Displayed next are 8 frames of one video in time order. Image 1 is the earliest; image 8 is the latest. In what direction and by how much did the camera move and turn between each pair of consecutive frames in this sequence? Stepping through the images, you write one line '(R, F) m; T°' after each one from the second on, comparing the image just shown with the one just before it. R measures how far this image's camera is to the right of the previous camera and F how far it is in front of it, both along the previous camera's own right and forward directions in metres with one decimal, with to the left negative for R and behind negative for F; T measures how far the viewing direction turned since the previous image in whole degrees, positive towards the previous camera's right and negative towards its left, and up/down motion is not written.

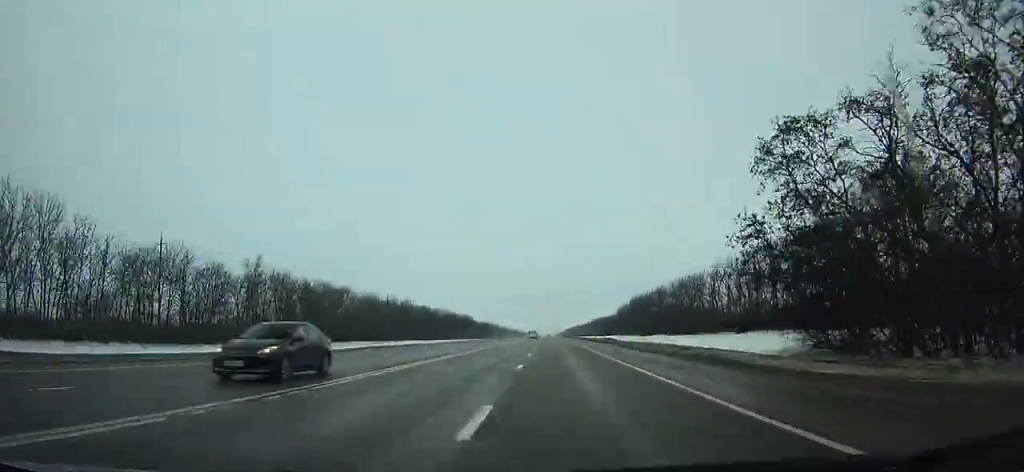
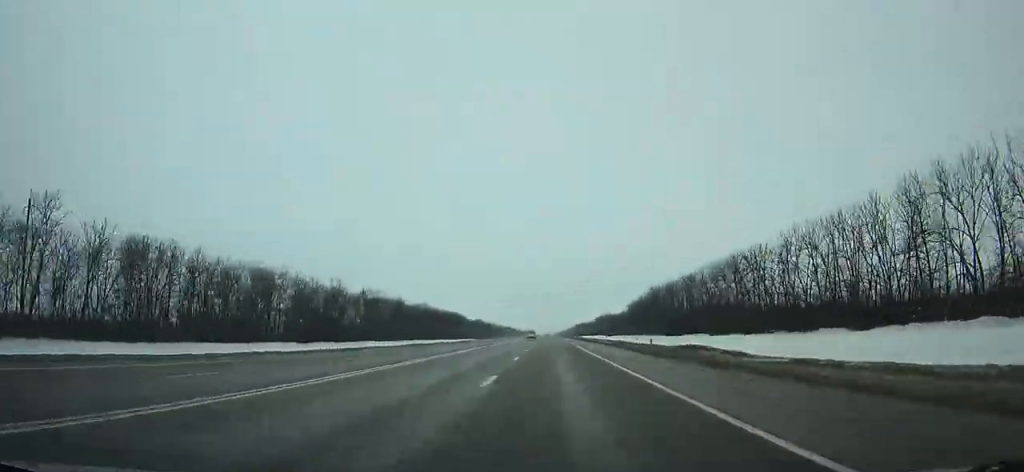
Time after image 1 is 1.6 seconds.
(-0.2, +42.7) m; 0°
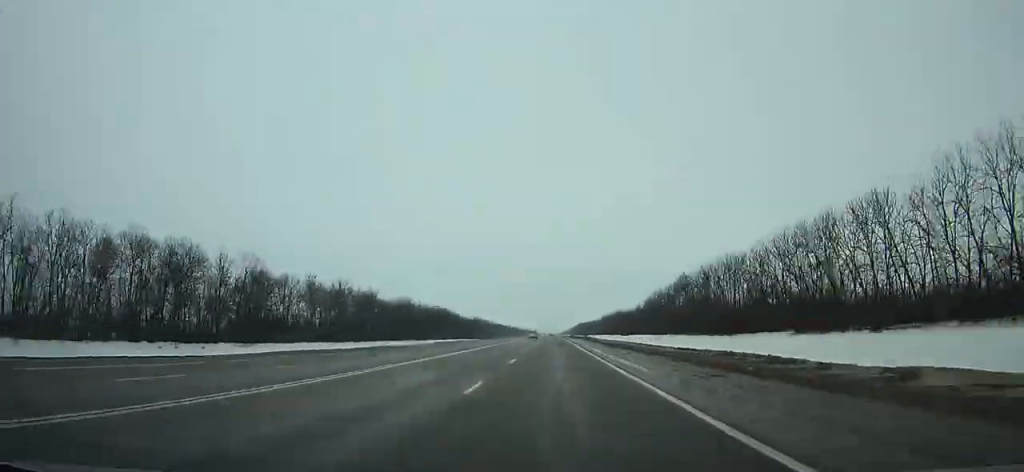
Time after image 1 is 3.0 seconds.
(-0.1, +37.3) m; 0°
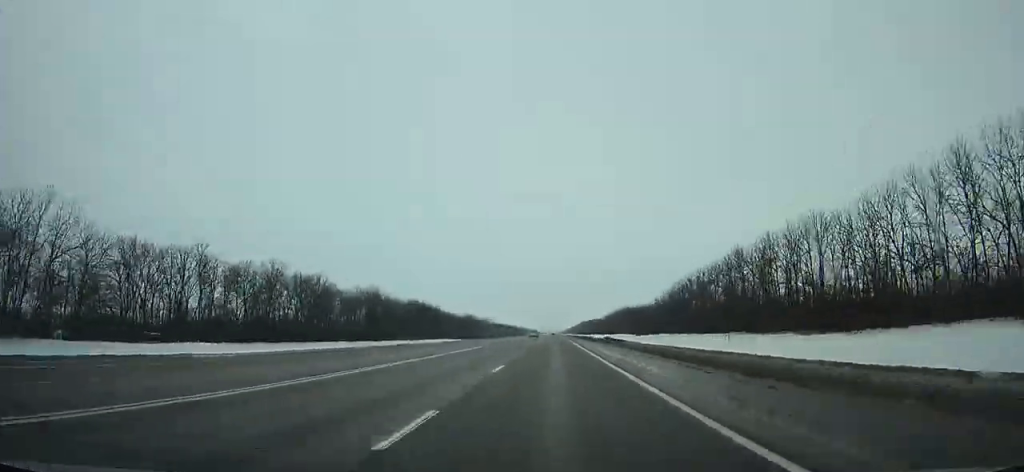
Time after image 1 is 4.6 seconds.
(-0.1, +42.4) m; 0°
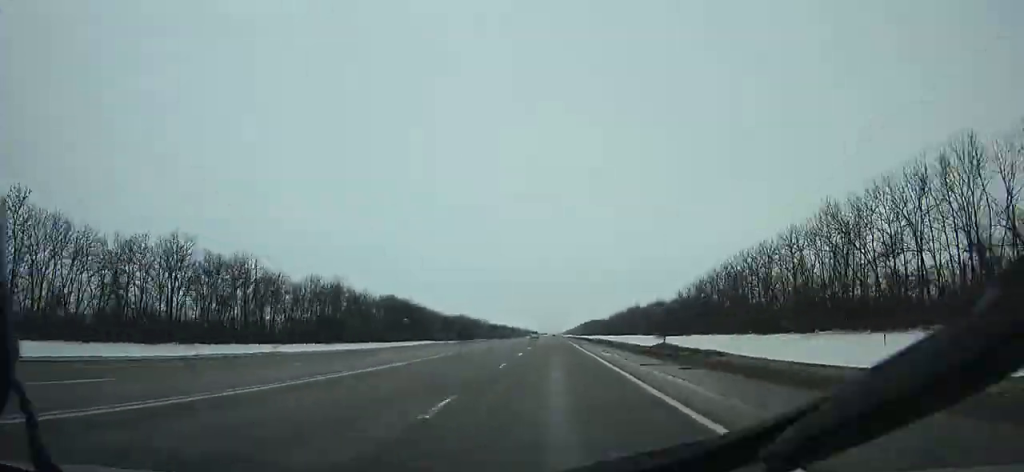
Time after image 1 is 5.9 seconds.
(0.0, +34.4) m; 0°
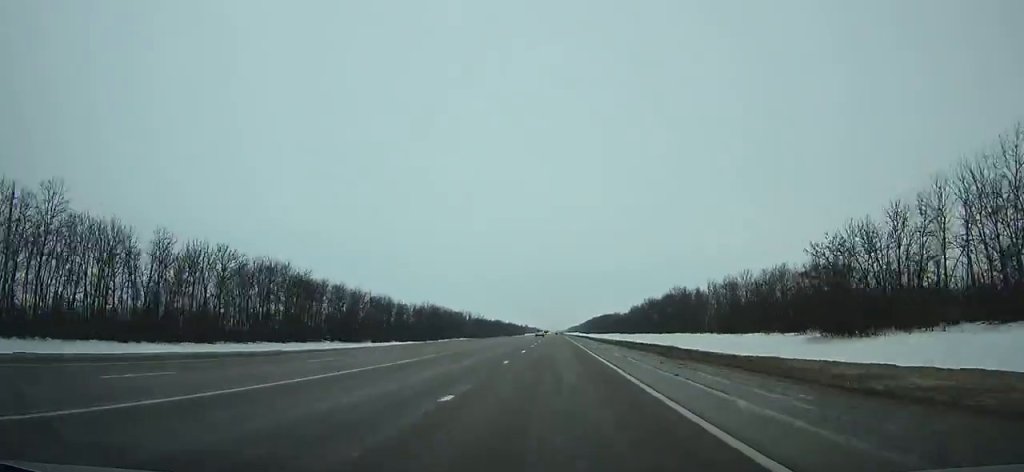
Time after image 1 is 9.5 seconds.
(-0.1, +95.4) m; 0°
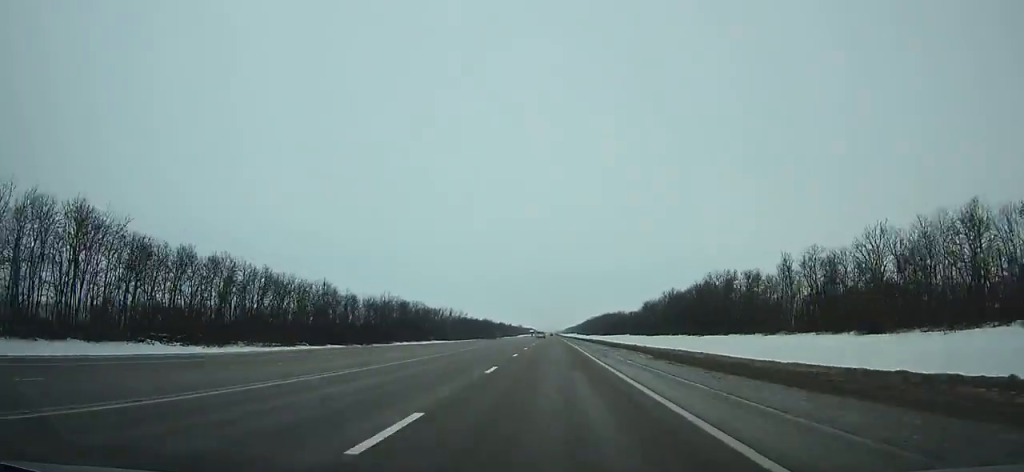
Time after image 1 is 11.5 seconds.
(+0.1, +53.1) m; 0°
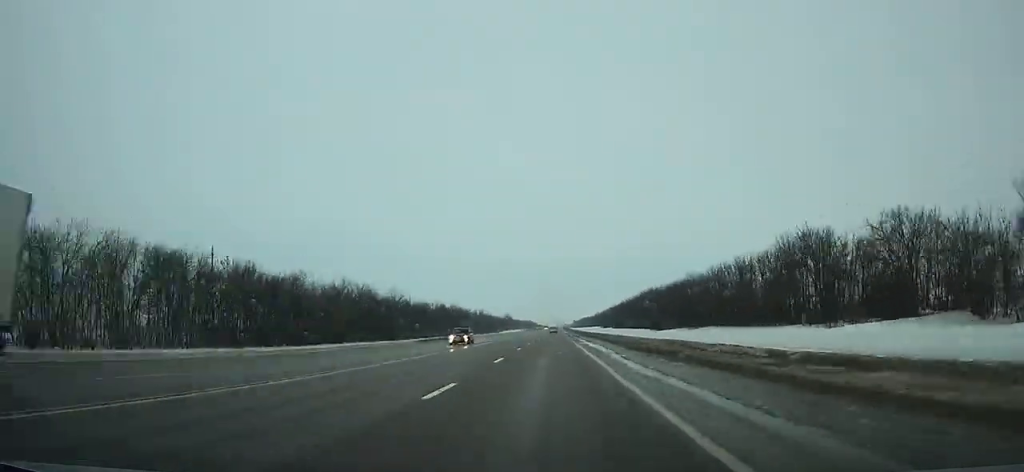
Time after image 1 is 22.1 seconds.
(-1.1, +282.8) m; 0°
